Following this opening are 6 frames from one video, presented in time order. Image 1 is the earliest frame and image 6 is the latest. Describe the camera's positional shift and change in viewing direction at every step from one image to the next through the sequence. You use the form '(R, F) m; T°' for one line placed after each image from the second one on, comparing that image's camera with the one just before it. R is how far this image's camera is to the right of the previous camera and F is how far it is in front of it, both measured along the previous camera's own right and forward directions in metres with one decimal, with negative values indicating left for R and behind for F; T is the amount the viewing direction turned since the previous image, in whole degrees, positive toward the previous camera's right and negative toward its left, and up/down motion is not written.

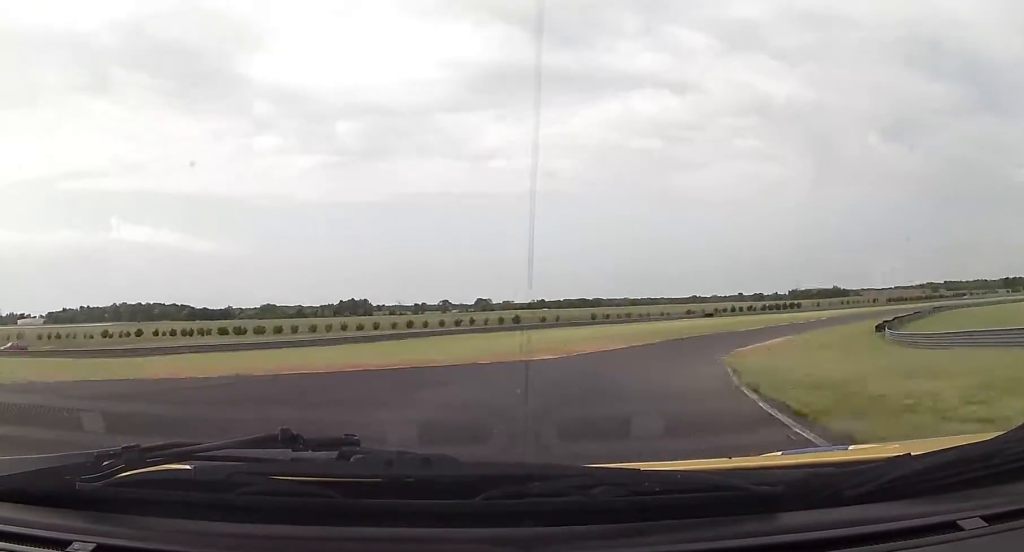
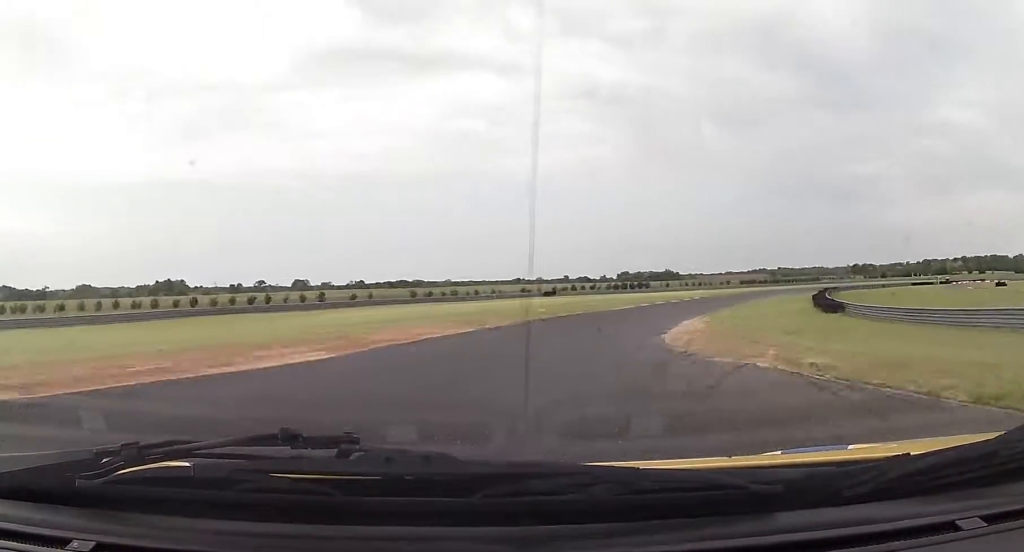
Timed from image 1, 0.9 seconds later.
(+4.5, +26.5) m; +15°
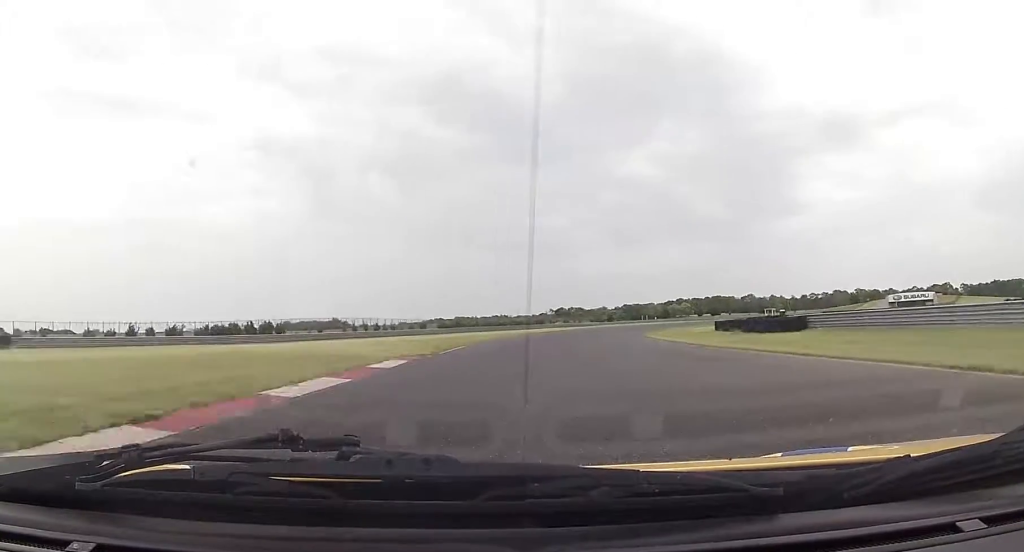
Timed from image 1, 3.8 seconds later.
(+27.6, +87.8) m; +30°
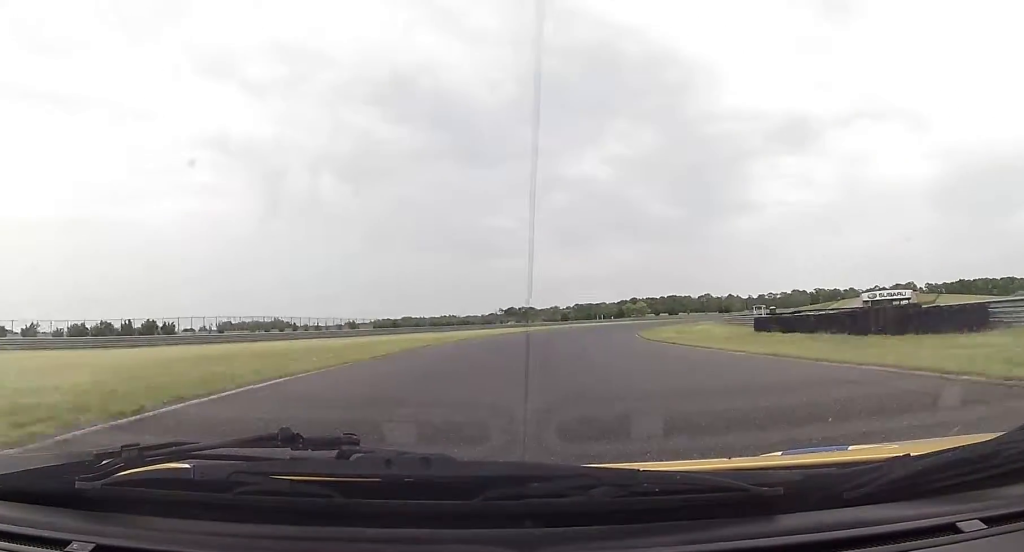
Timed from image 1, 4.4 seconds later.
(+1.0, +22.3) m; +4°
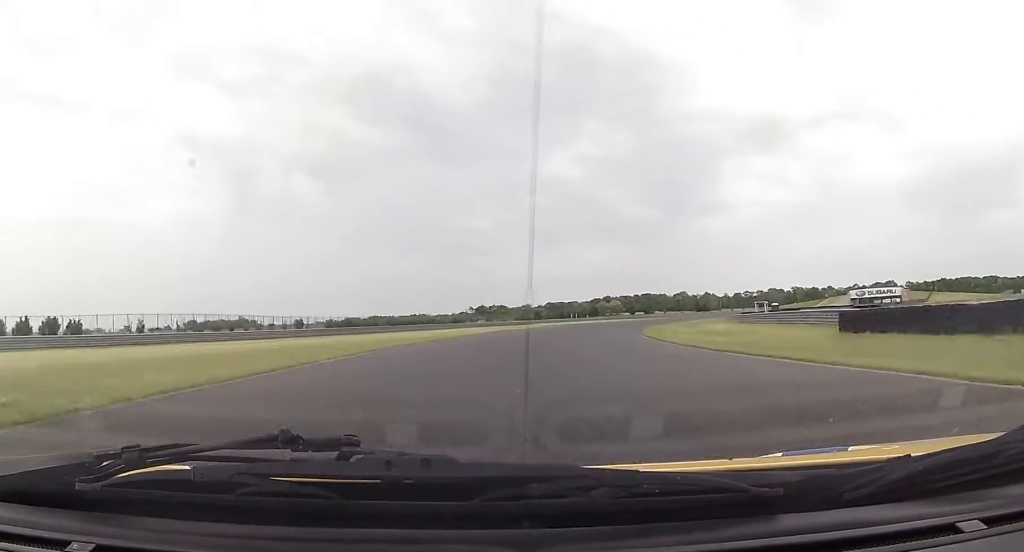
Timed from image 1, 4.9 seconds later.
(+0.1, +15.4) m; +3°
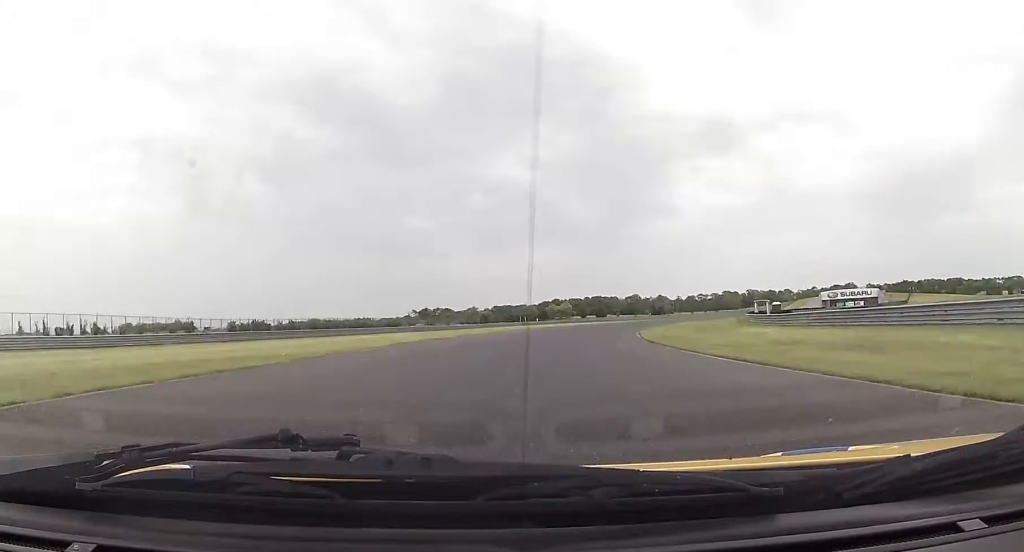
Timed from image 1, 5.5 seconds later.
(+1.0, +22.7) m; +4°
